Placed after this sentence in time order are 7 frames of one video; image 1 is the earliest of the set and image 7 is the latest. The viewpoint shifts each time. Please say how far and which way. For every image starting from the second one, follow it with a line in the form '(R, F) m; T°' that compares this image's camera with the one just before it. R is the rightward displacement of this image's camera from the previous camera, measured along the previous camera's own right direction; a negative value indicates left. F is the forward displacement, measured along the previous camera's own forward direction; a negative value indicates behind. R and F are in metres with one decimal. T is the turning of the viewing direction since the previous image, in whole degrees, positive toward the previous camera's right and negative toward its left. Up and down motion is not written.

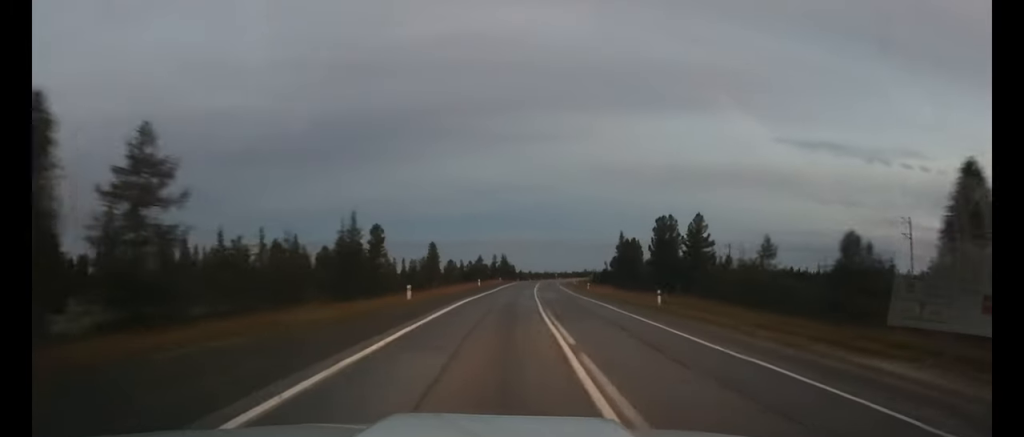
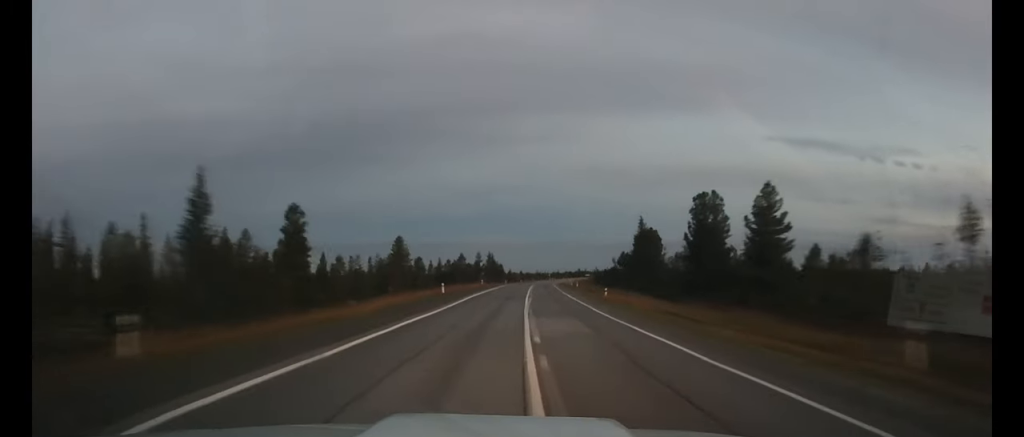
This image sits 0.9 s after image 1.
(+0.4, +24.0) m; +2°
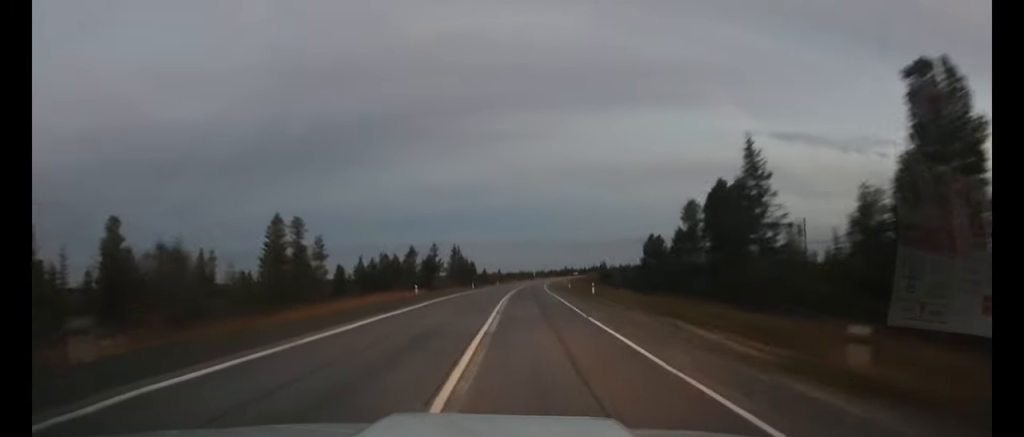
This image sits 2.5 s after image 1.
(+0.8, +42.0) m; +2°
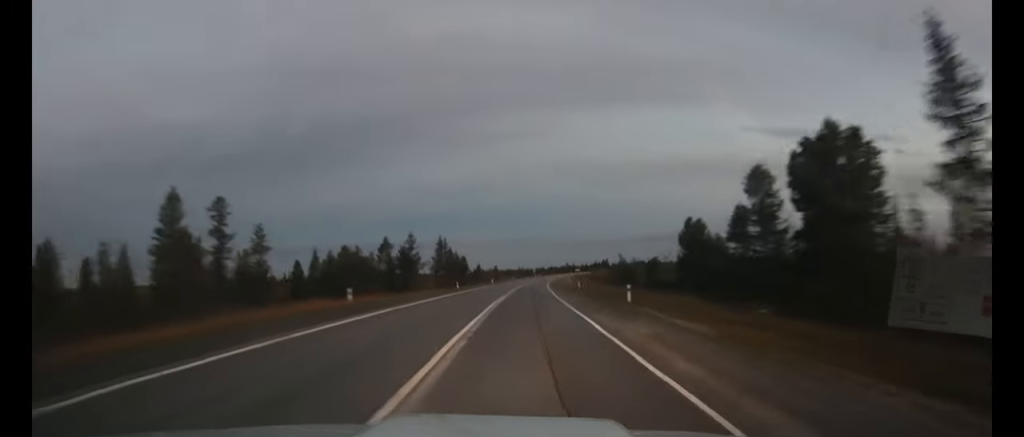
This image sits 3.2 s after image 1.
(+0.1, +18.3) m; +1°
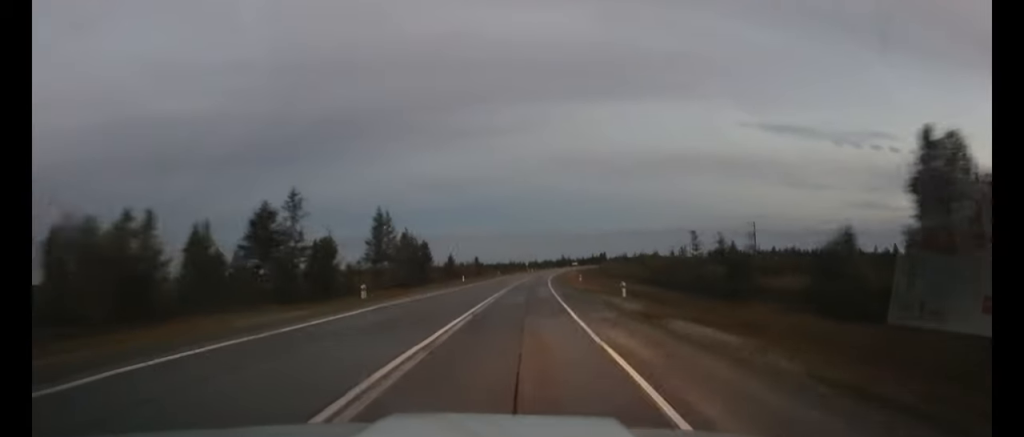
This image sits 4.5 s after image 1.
(+0.3, +38.2) m; +1°
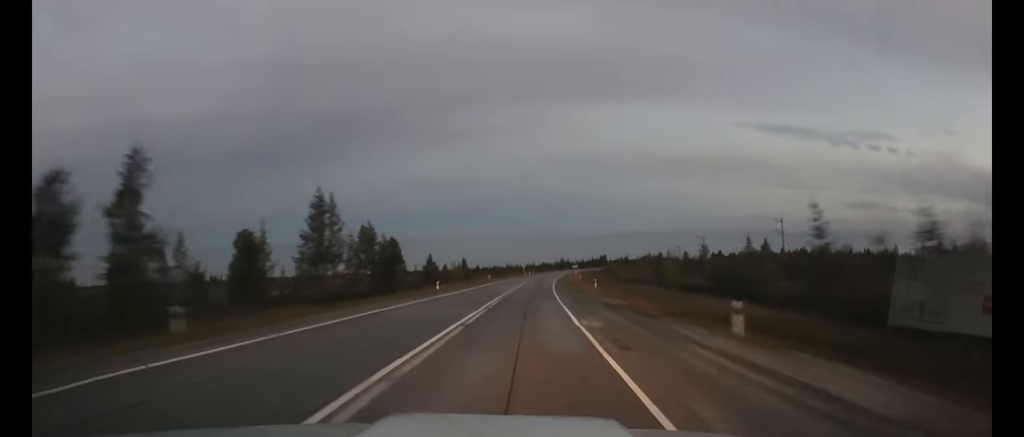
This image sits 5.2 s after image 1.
(0.0, +18.9) m; 0°
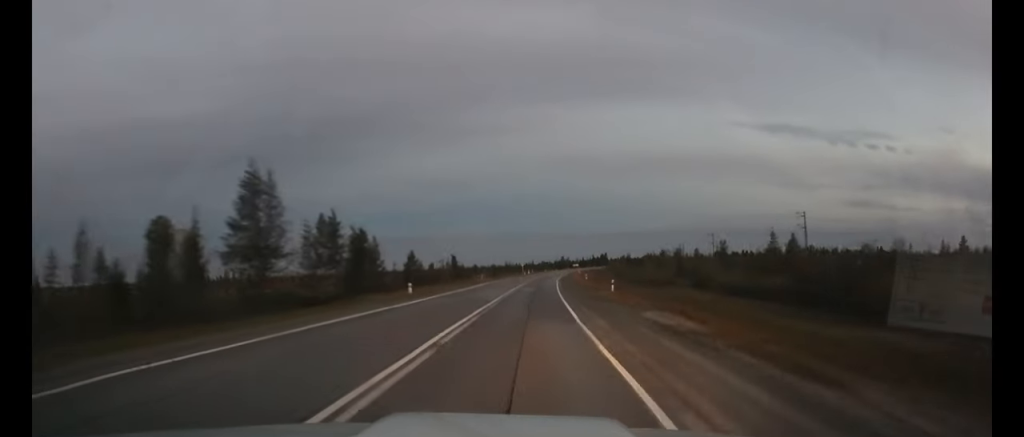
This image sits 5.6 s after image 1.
(0.0, +12.3) m; 0°
